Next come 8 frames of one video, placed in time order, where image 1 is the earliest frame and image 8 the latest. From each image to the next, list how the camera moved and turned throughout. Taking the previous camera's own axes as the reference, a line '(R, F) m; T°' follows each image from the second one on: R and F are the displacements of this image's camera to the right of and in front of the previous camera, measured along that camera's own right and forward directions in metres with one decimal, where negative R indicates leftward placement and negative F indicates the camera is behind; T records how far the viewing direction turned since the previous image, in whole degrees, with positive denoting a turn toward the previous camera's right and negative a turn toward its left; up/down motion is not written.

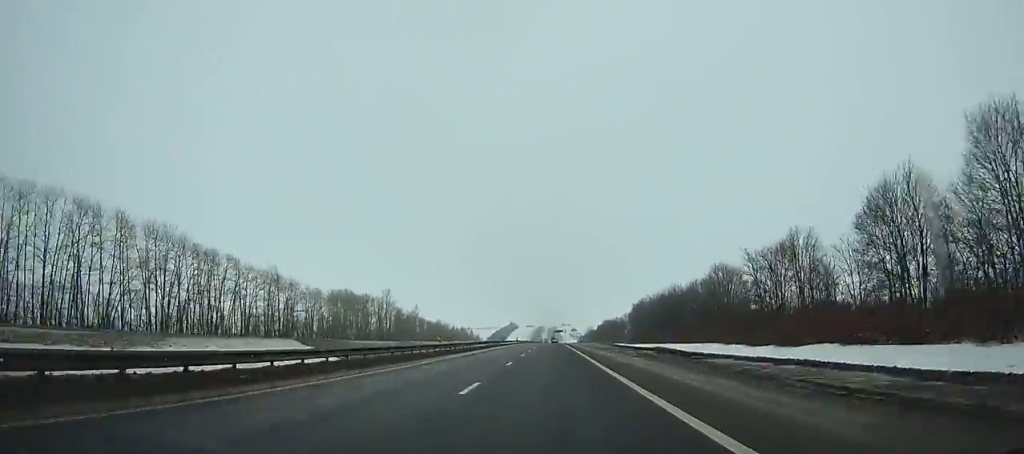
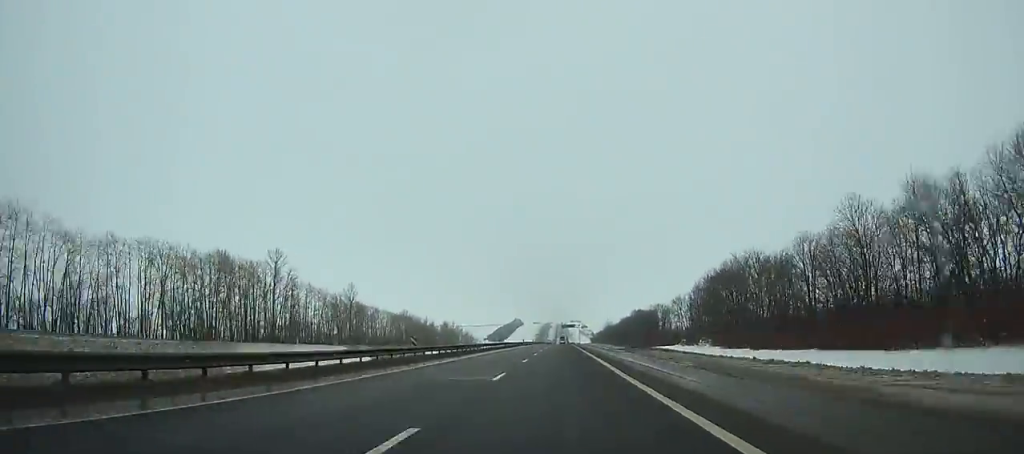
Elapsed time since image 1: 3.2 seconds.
(-0.1, +93.7) m; 0°
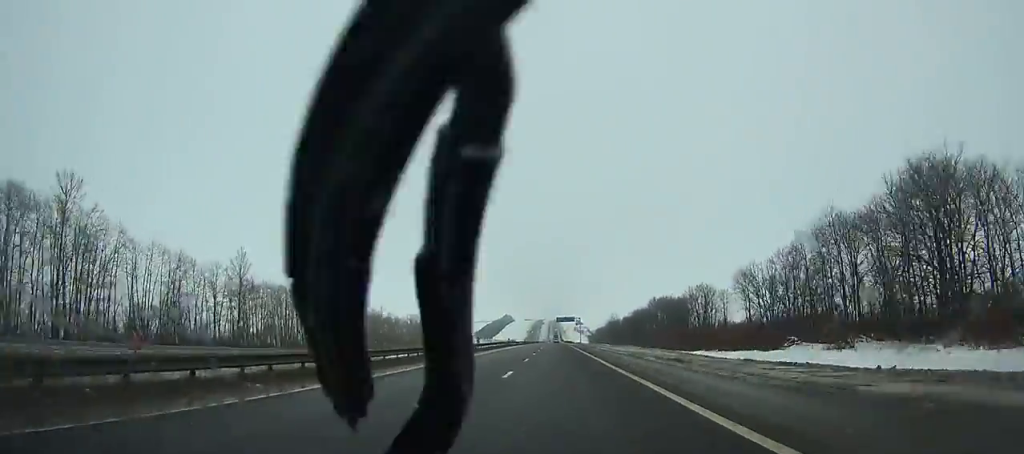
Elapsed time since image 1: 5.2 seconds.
(0.0, +59.8) m; 0°
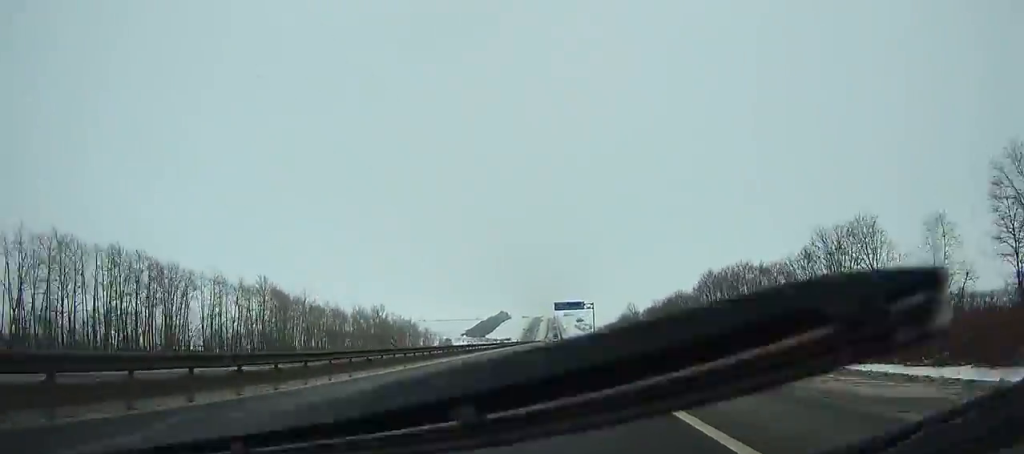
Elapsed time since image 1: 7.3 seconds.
(0.0, +63.3) m; 0°
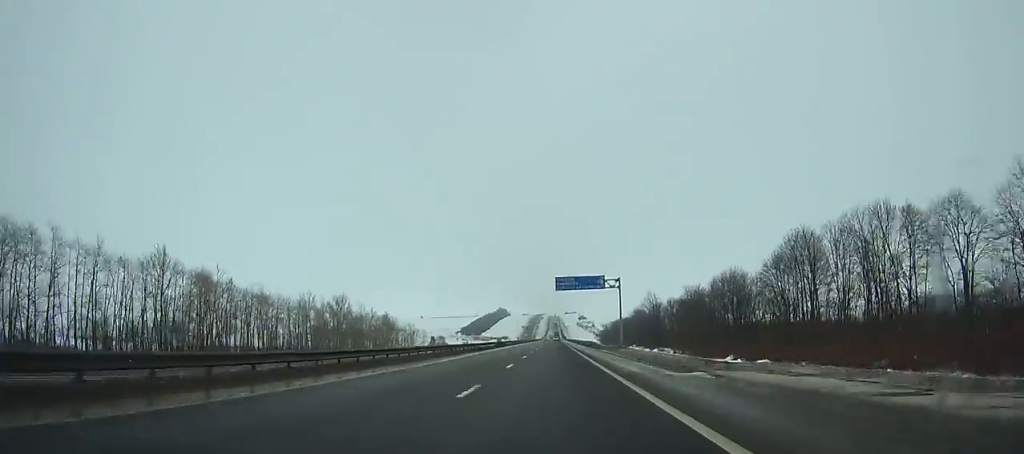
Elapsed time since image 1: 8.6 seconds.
(-0.1, +40.0) m; 0°
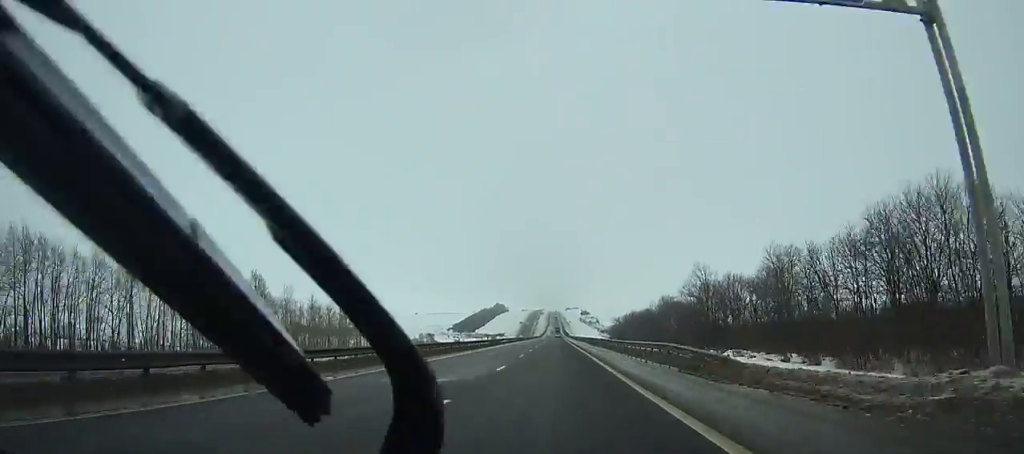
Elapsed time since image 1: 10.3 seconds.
(0.0, +52.6) m; 0°
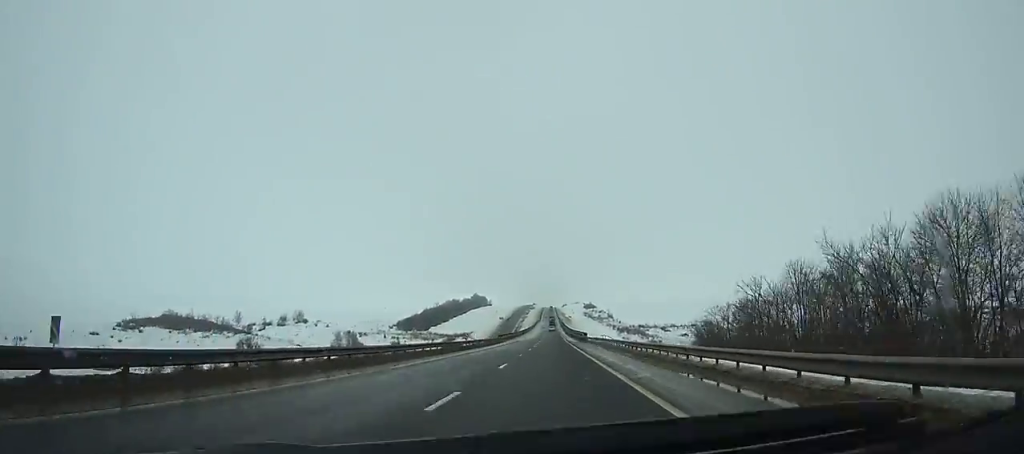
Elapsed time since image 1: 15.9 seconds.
(+0.4, +178.7) m; 0°
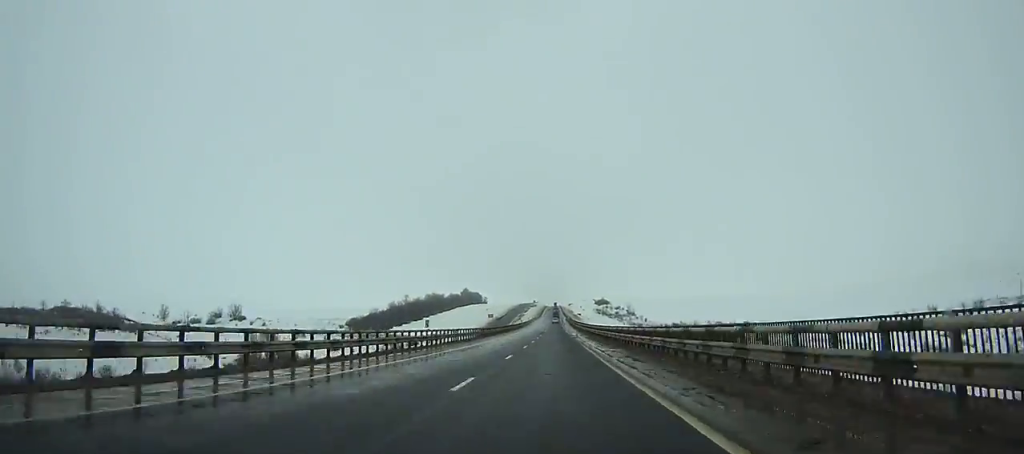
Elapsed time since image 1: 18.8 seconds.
(-0.3, +95.1) m; 0°
